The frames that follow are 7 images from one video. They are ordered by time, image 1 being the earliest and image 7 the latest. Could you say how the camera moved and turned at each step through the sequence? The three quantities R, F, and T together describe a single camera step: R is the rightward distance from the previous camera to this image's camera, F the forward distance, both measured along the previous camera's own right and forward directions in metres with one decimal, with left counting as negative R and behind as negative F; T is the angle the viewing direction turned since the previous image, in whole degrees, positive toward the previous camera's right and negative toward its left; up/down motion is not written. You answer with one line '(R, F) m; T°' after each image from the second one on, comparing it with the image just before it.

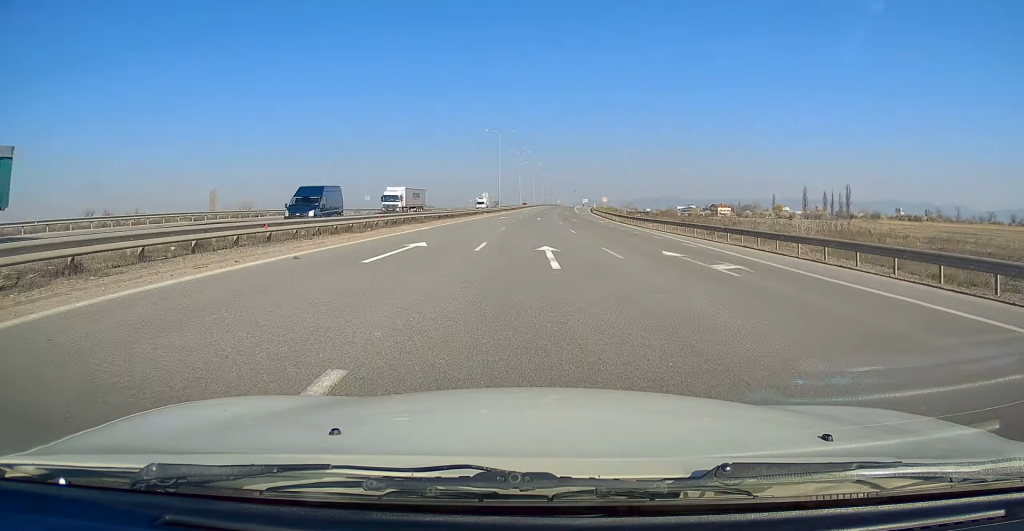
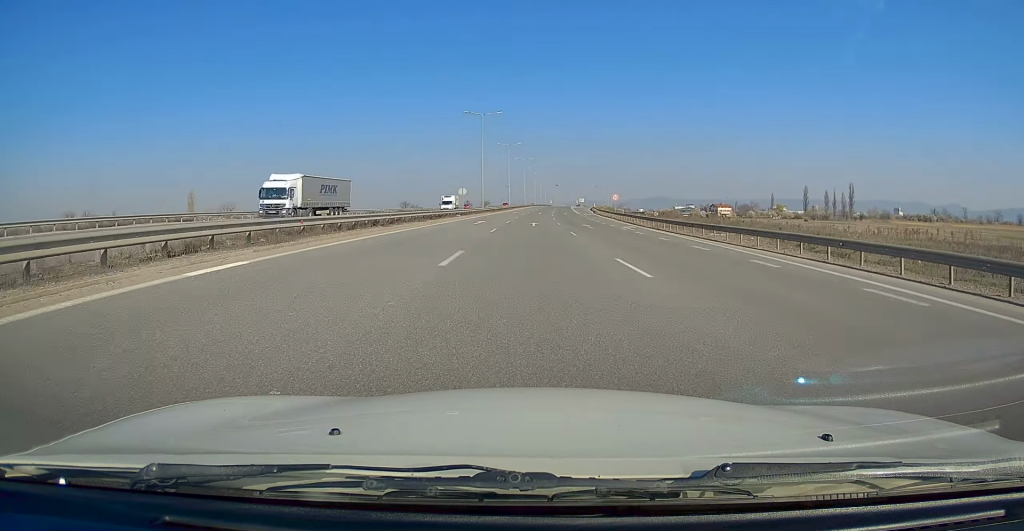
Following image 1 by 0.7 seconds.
(+0.1, +20.8) m; 0°
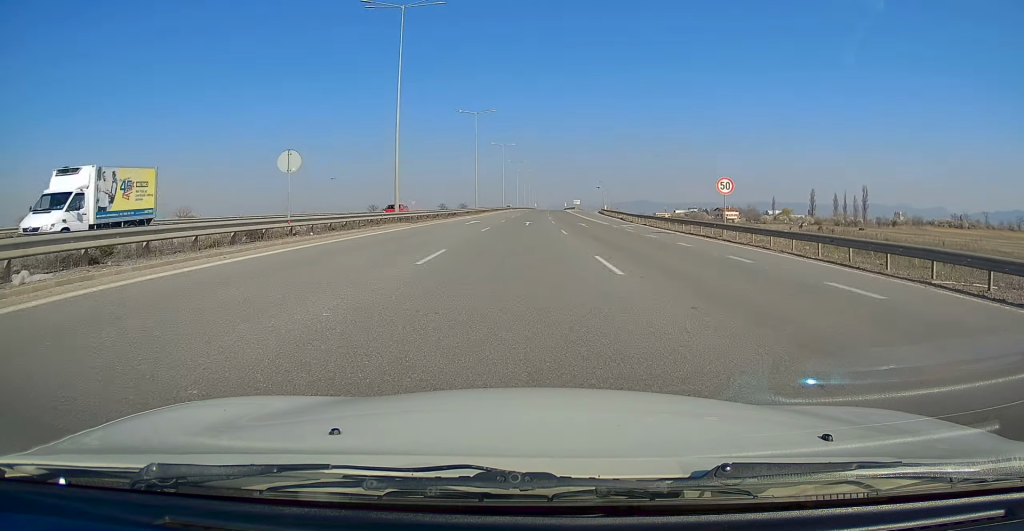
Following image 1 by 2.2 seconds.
(+0.6, +47.9) m; +2°
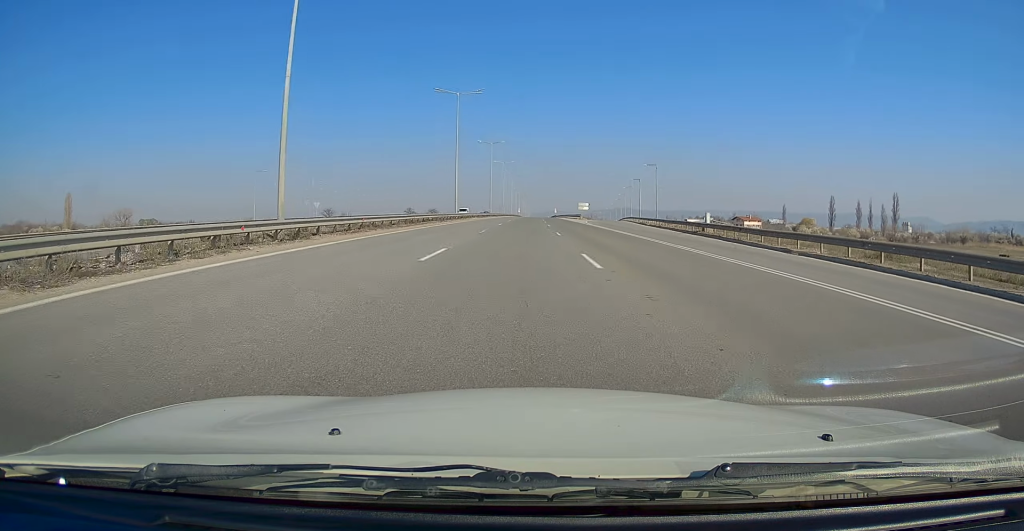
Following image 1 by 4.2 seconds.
(+1.2, +62.7) m; +1°
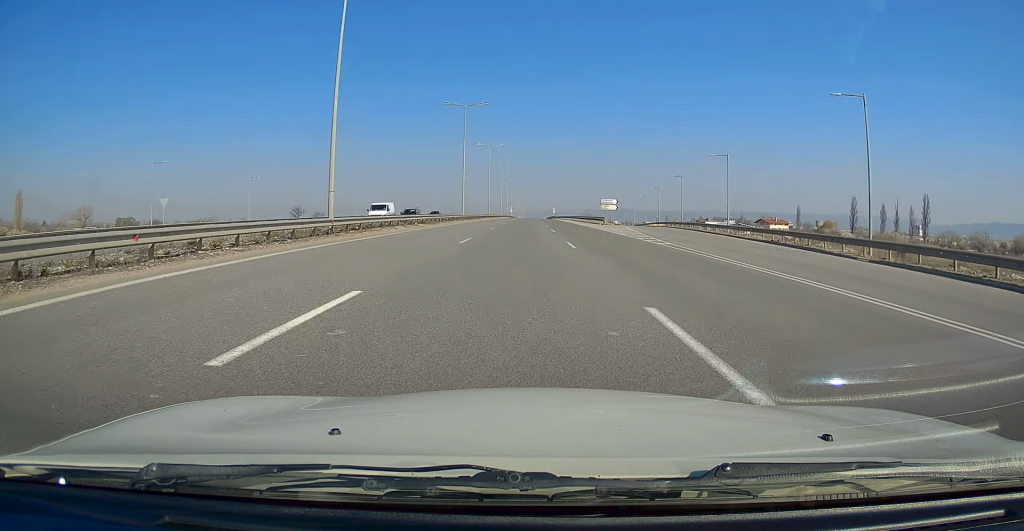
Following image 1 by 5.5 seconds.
(+0.2, +40.8) m; +1°
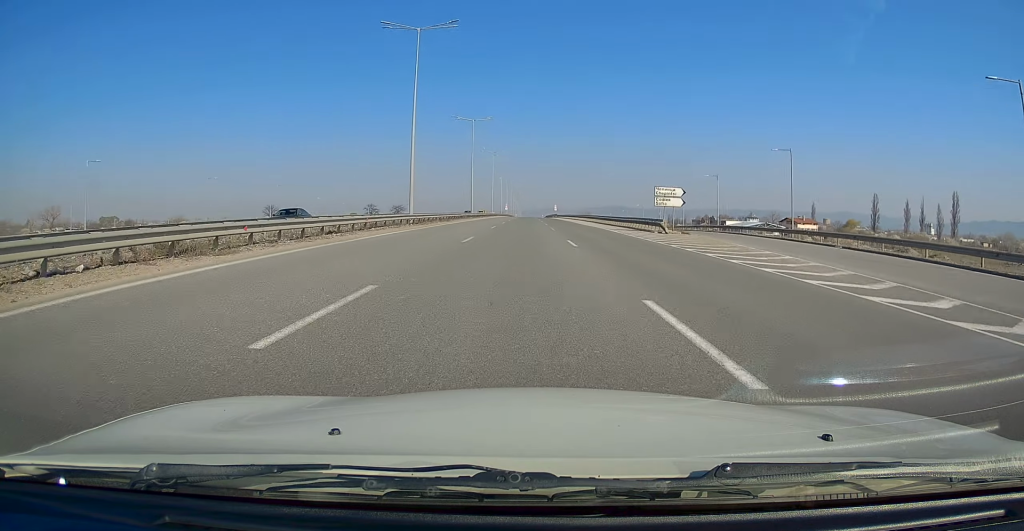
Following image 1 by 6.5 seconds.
(+0.1, +31.5) m; 0°
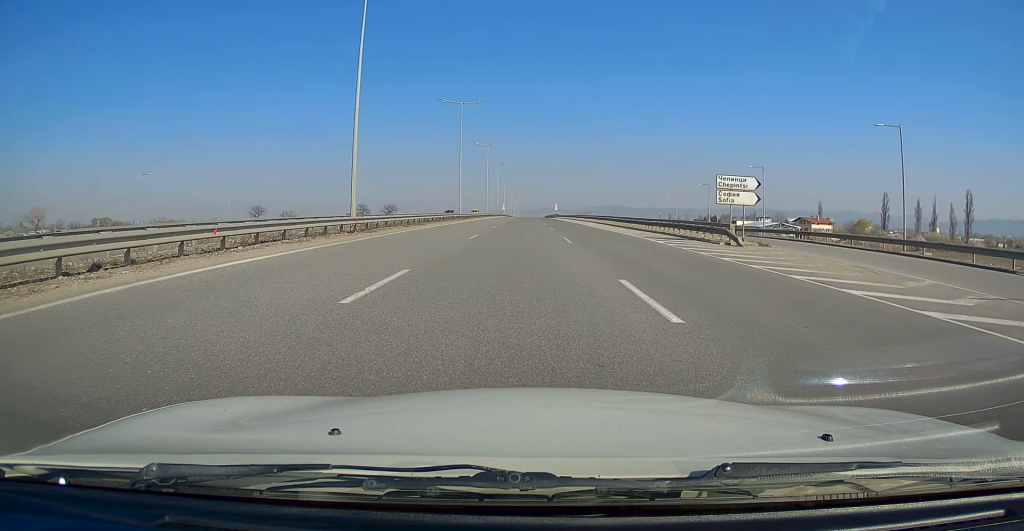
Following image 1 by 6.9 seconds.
(0.0, +13.7) m; 0°
